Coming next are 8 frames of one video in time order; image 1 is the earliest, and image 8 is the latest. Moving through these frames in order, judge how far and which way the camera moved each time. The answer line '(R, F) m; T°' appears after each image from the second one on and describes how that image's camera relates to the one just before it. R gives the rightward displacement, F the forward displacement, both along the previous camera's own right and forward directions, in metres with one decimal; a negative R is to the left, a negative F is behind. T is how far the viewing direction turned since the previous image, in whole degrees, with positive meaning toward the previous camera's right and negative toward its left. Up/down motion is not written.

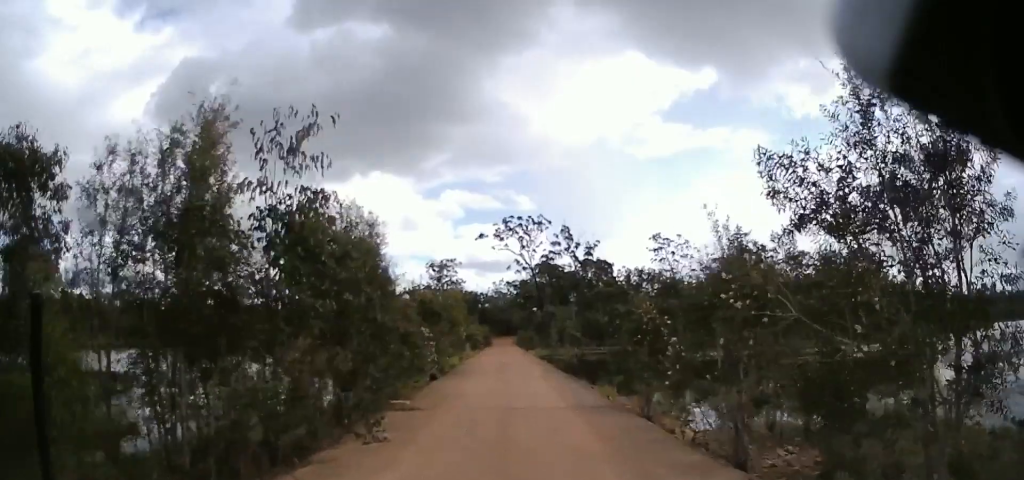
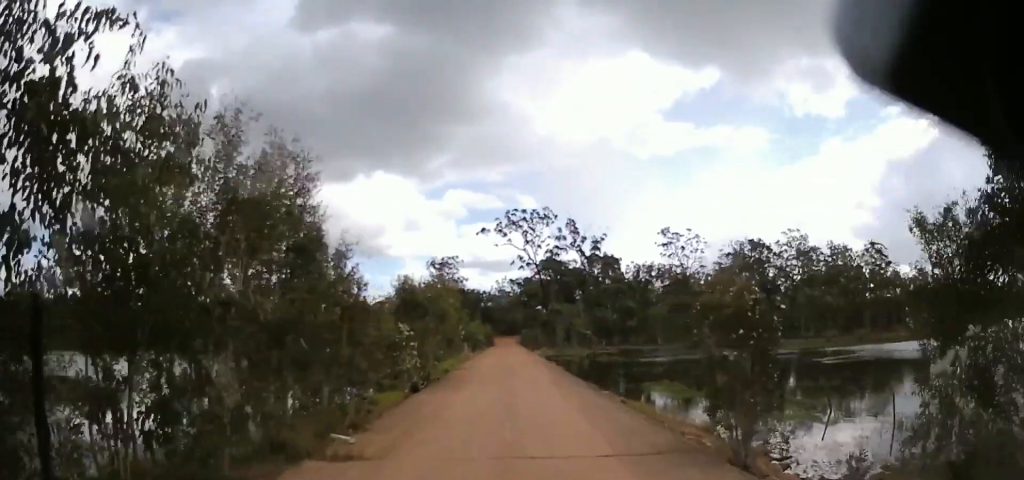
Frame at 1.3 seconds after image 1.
(+0.1, +4.8) m; +1°
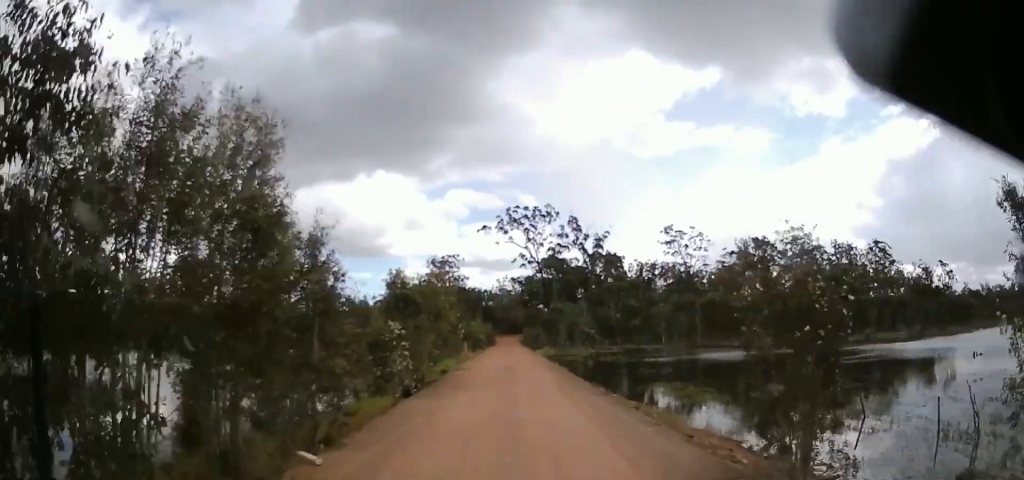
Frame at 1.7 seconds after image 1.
(0.0, +1.5) m; 0°
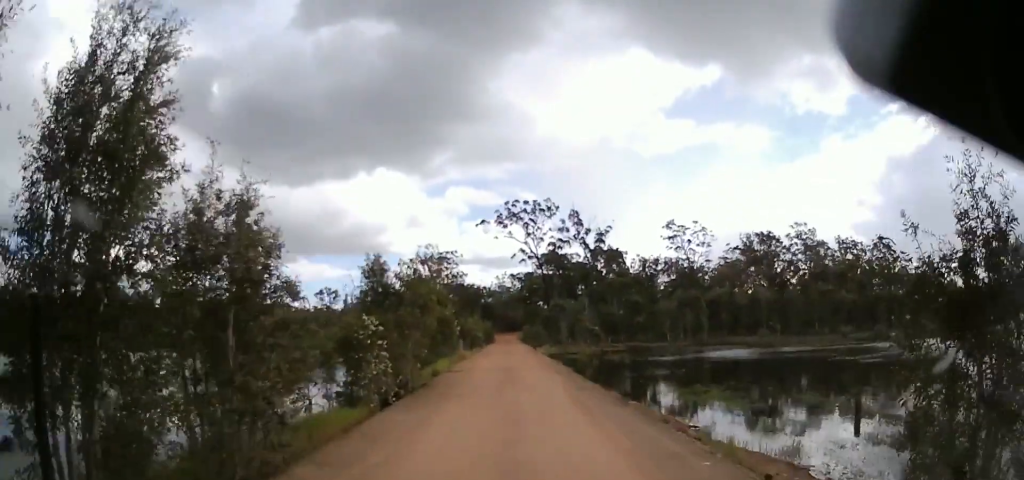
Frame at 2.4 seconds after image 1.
(0.0, +3.1) m; -1°
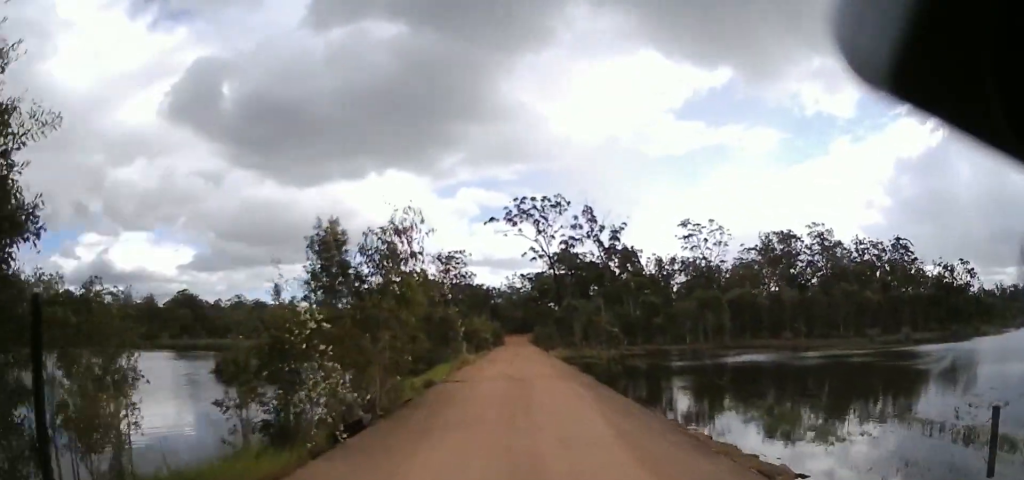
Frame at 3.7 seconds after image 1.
(-0.1, +5.6) m; -1°
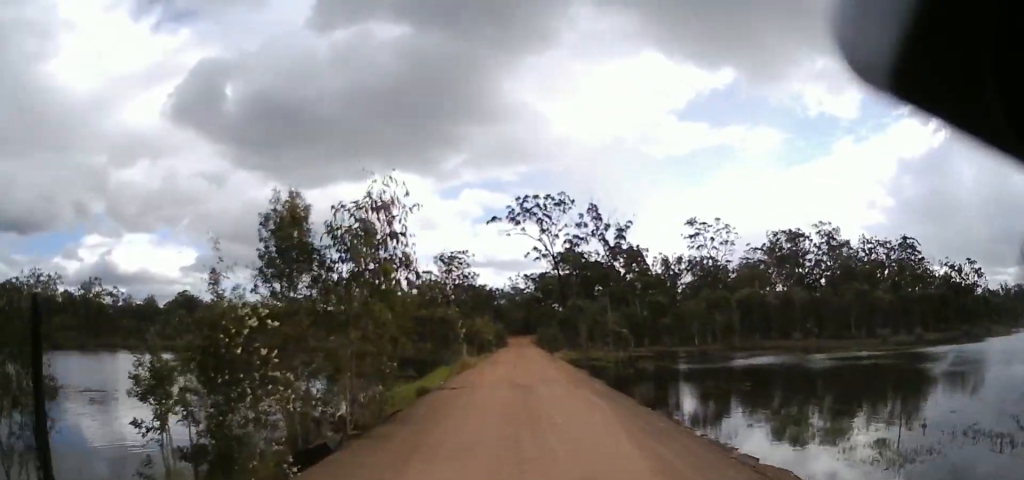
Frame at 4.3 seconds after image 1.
(0.0, +2.7) m; 0°
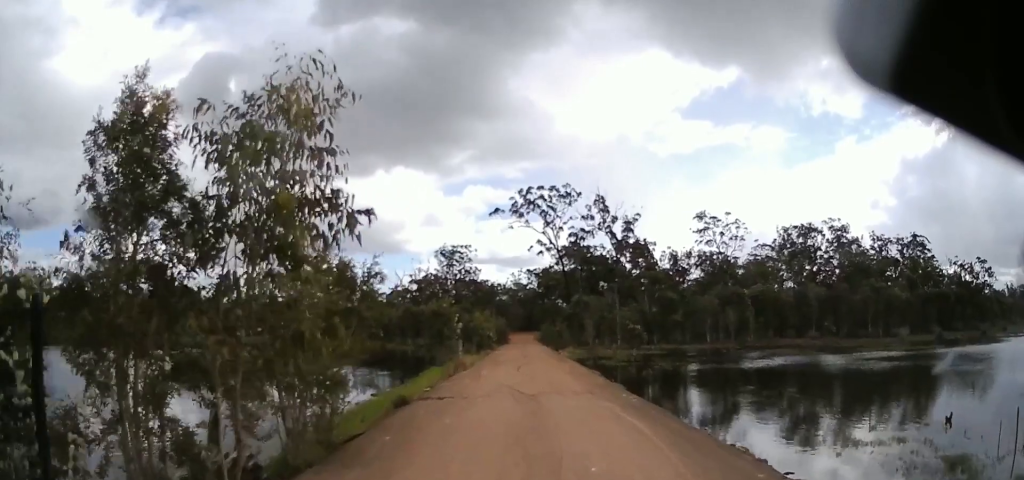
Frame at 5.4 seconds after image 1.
(0.0, +4.9) m; -1°
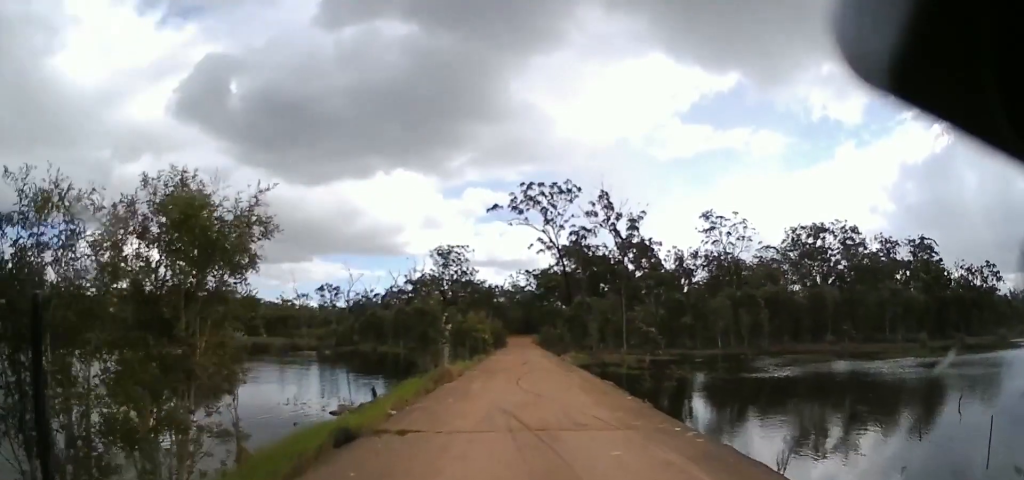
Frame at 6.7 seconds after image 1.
(-0.1, +5.2) m; -2°
